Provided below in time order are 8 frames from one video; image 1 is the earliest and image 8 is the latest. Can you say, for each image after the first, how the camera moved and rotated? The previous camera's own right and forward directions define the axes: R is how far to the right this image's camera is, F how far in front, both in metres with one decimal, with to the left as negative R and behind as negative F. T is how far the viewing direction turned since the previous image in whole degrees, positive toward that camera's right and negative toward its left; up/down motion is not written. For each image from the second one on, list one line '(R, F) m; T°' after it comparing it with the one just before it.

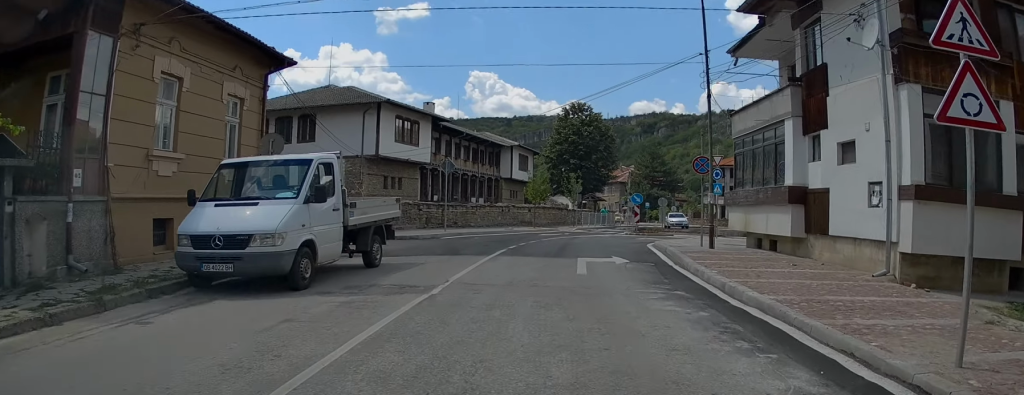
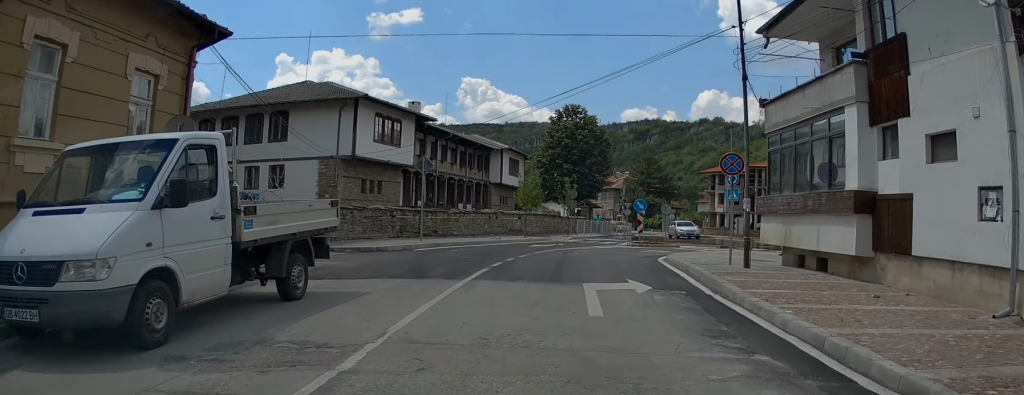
(-0.3, +3.9) m; -1°
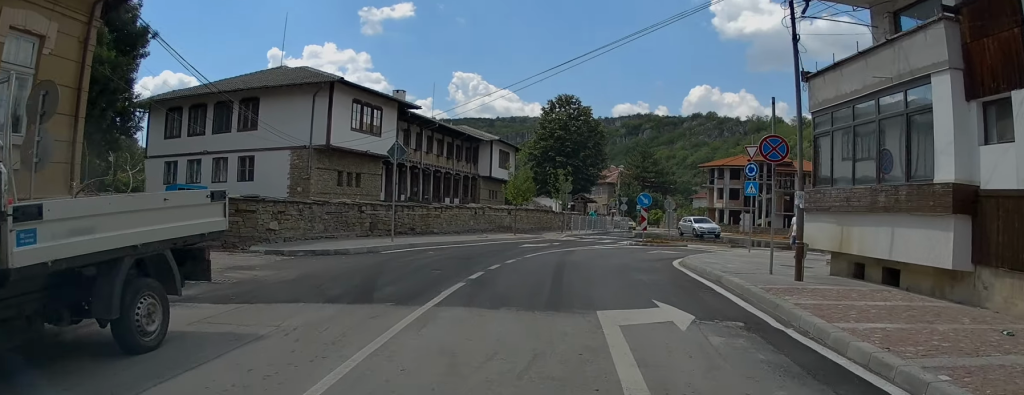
(-0.1, +3.4) m; +1°
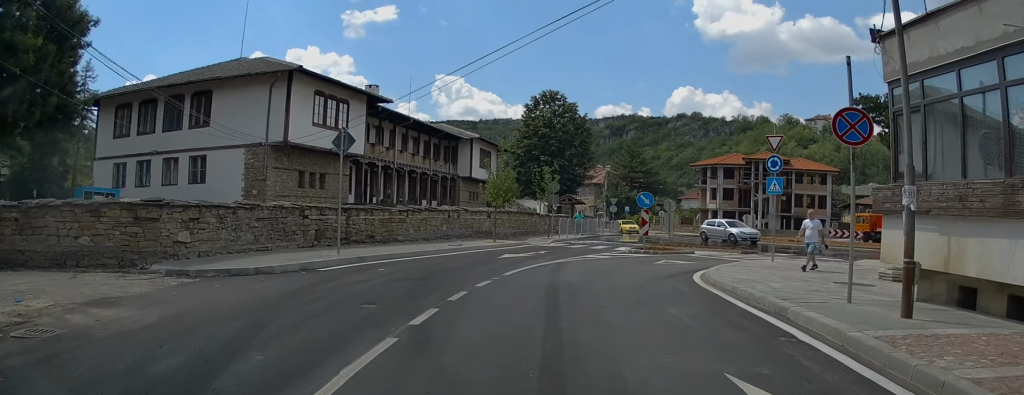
(+0.3, +4.0) m; +4°
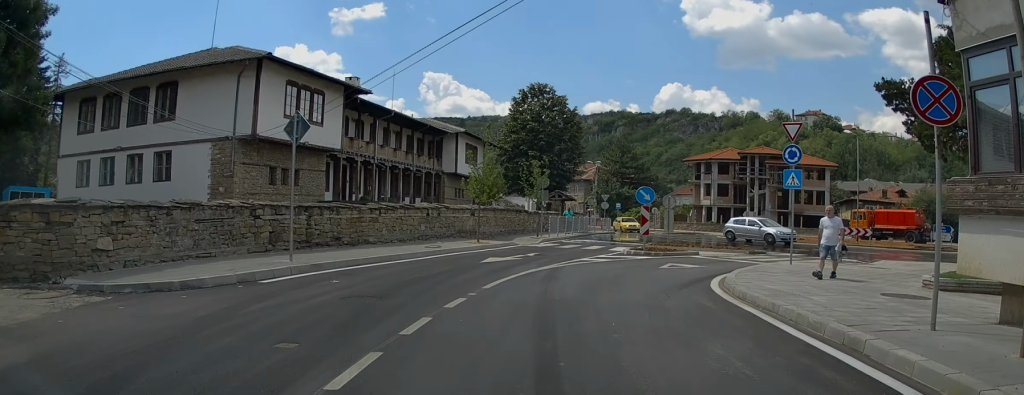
(0.0, +2.4) m; +2°
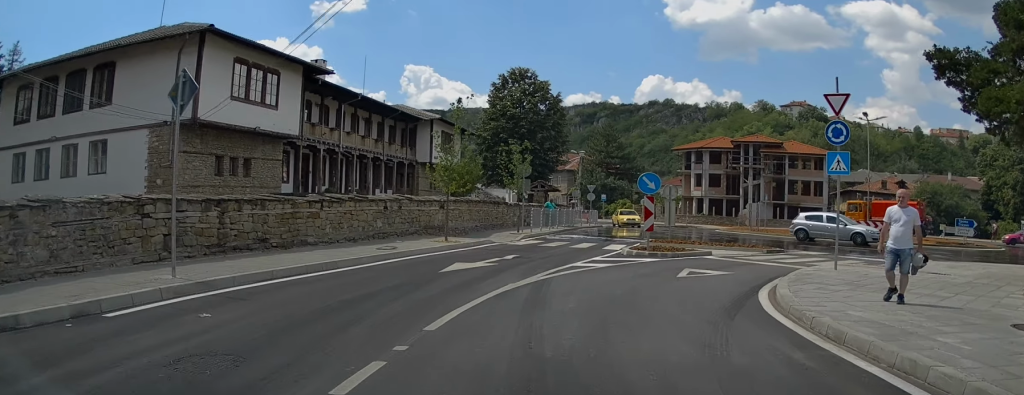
(+0.1, +3.9) m; +4°
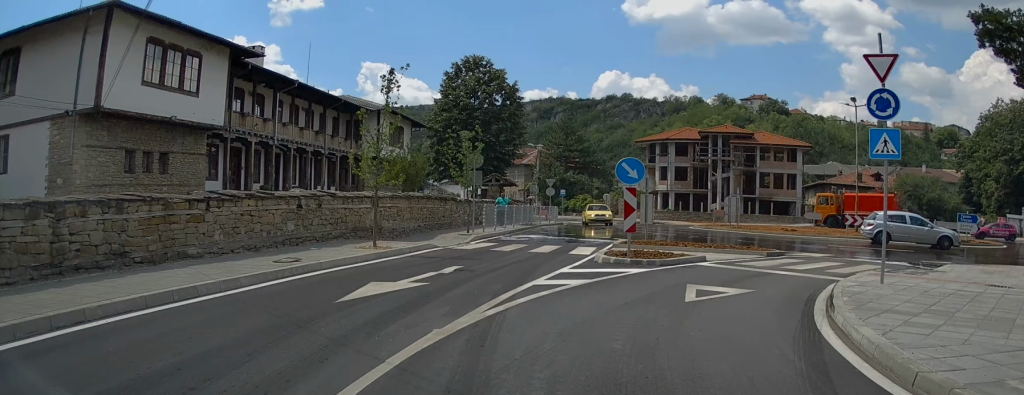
(+0.2, +3.8) m; +4°
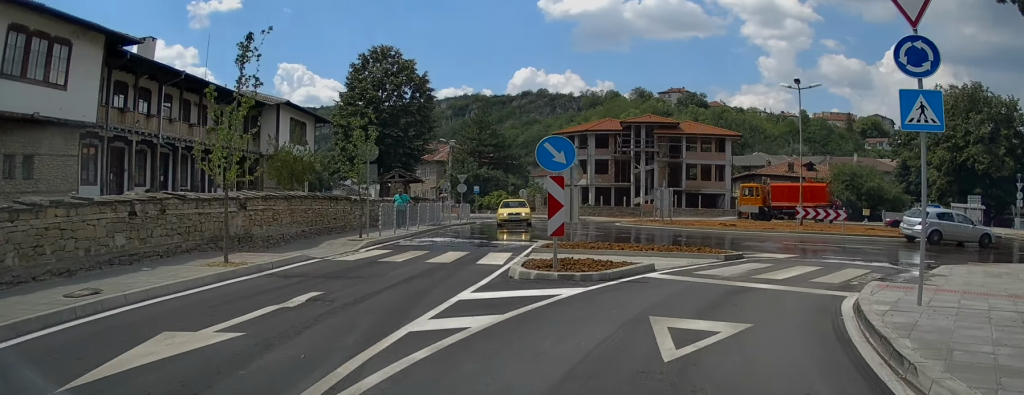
(0.0, +3.6) m; +5°
